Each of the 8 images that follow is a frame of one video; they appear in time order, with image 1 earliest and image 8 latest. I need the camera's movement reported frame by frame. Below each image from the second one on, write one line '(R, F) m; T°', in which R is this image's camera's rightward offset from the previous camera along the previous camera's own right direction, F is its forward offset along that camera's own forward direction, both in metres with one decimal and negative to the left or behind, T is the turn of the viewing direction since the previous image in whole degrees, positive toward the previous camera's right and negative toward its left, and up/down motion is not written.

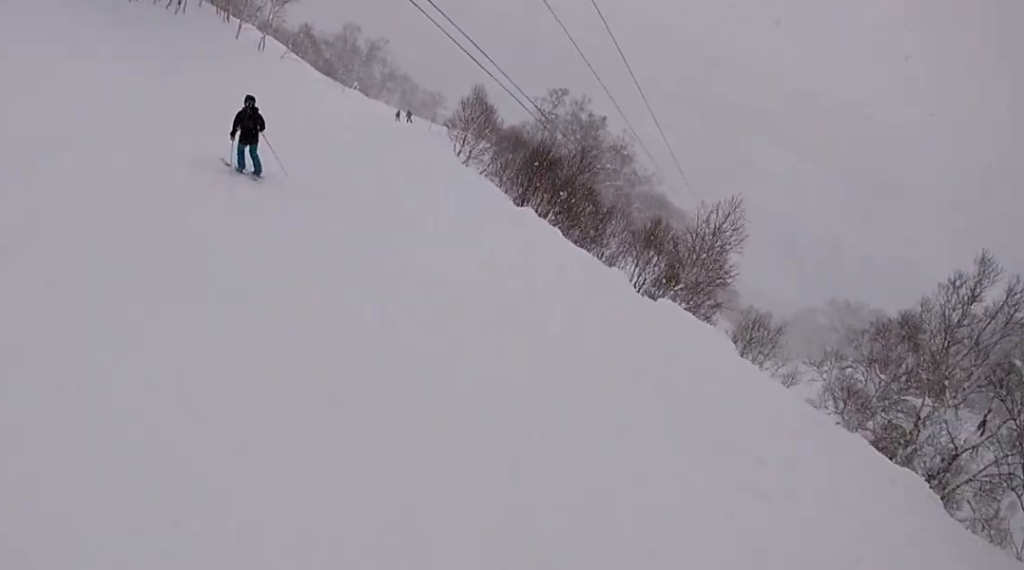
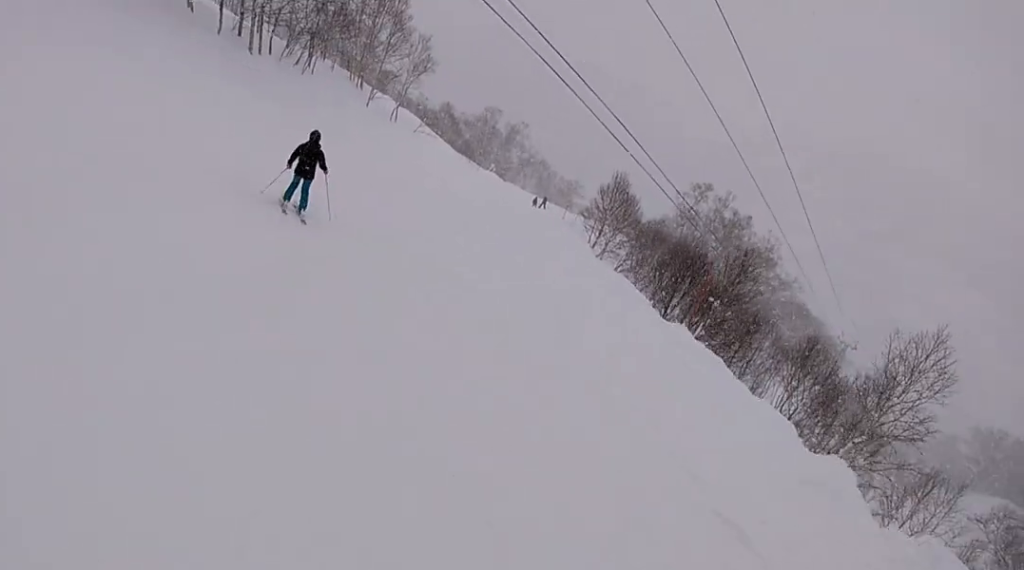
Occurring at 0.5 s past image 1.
(+0.1, +3.2) m; -3°
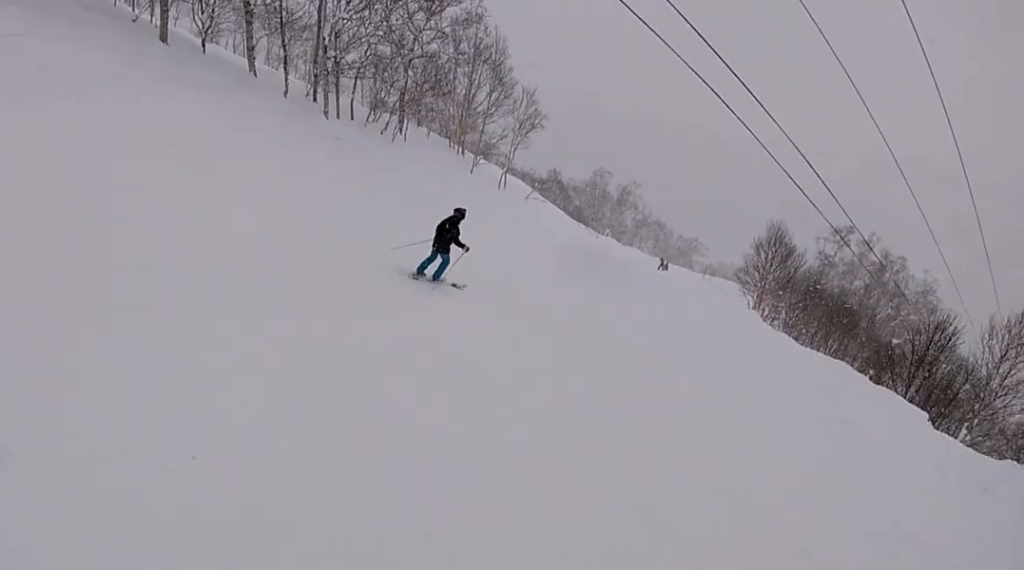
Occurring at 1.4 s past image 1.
(-0.4, +5.3) m; -9°
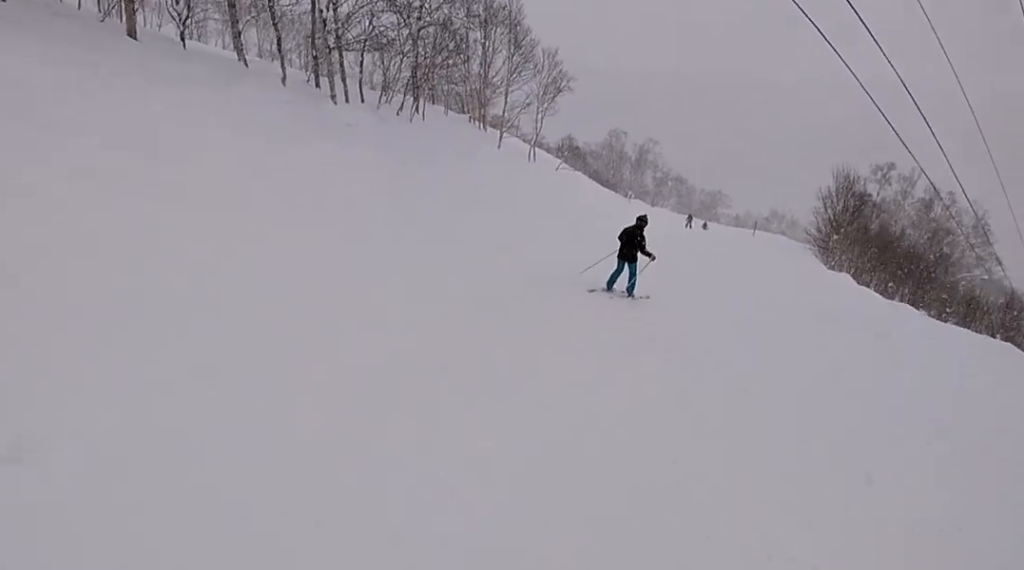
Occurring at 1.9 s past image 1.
(-0.3, +3.4) m; +5°
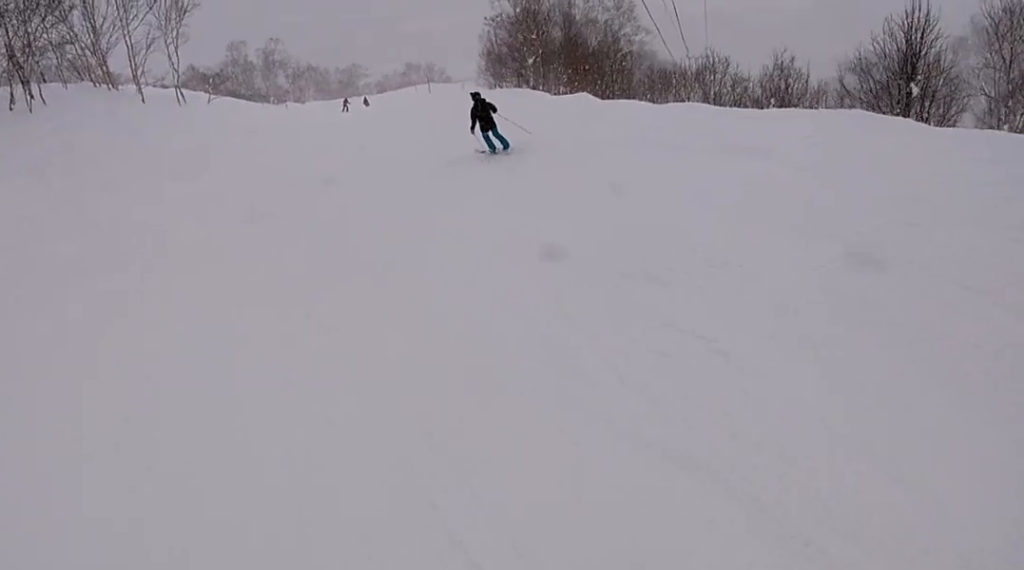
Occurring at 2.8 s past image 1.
(-0.1, +4.7) m; +14°
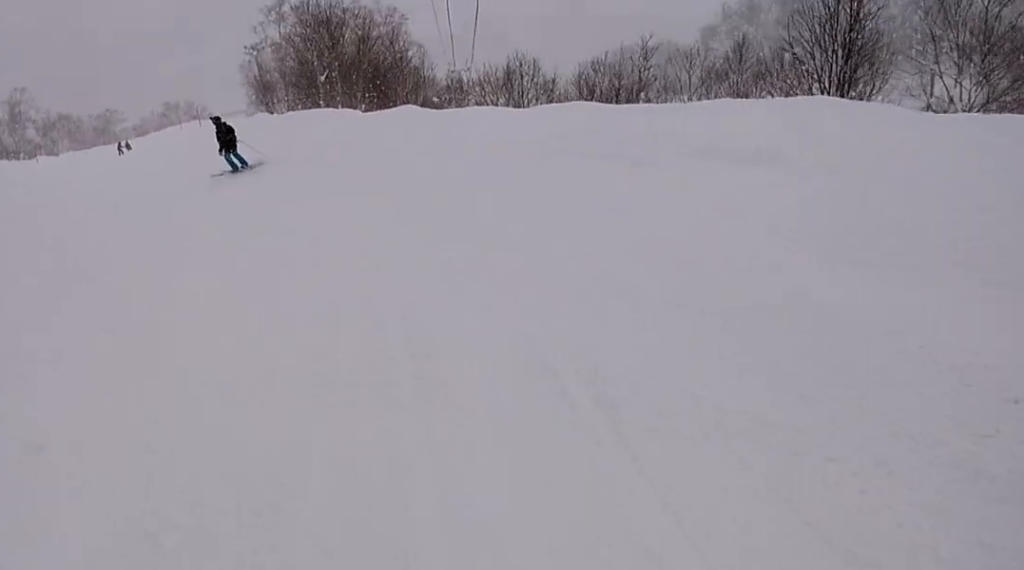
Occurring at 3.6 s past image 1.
(+1.4, +5.2) m; +15°
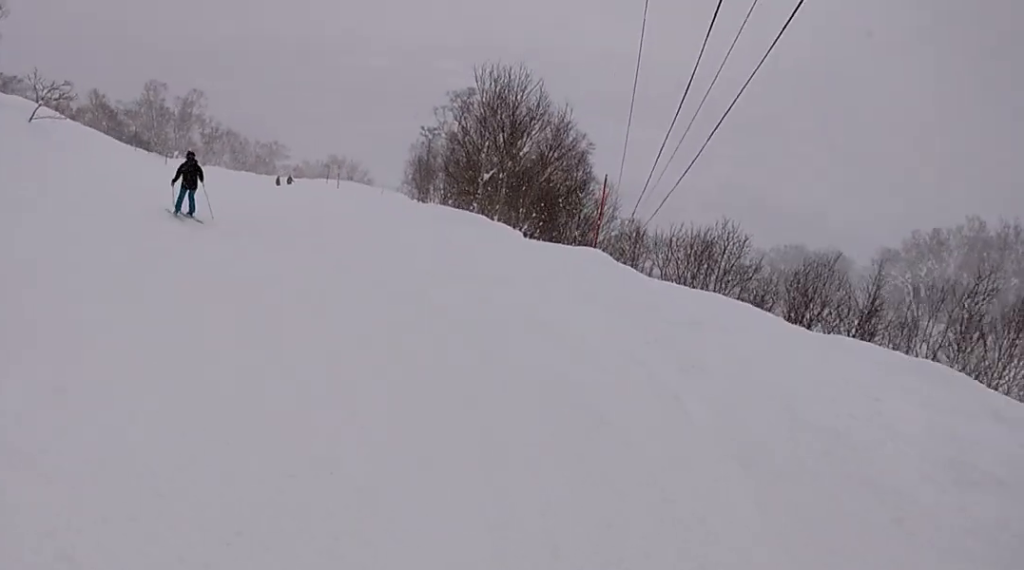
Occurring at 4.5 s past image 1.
(0.0, +6.1) m; -8°
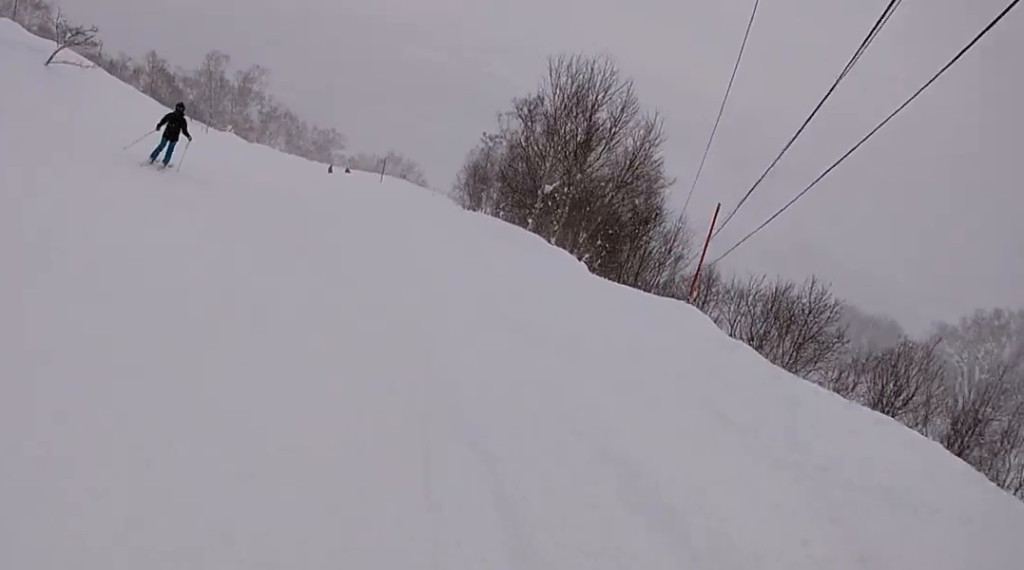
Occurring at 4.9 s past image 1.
(-0.3, +2.6) m; -6°
